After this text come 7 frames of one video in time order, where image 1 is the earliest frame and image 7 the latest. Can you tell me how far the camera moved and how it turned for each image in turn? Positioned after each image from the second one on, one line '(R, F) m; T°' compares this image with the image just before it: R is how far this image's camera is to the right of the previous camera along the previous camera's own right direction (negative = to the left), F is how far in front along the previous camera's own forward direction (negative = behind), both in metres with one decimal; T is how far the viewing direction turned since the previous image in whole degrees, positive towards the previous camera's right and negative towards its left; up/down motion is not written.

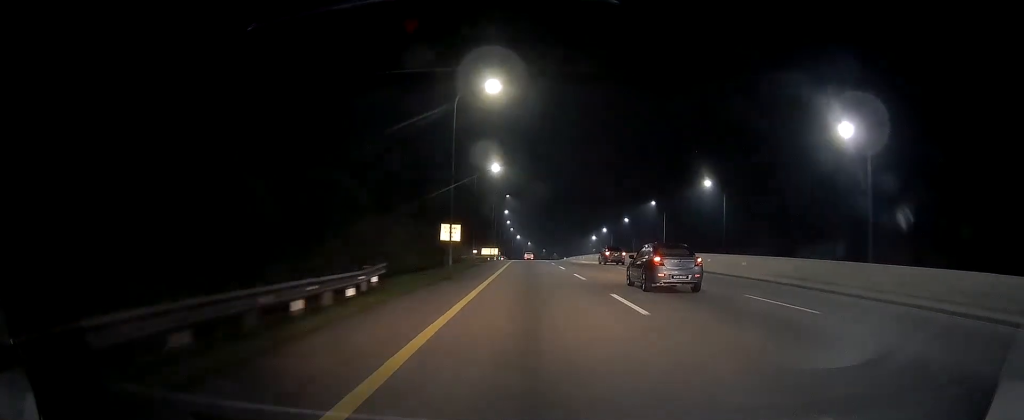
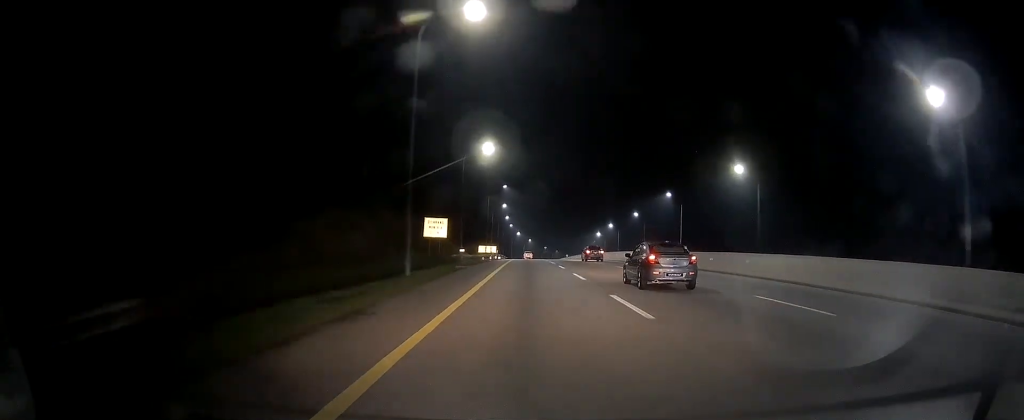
(-0.6, +13.0) m; 0°
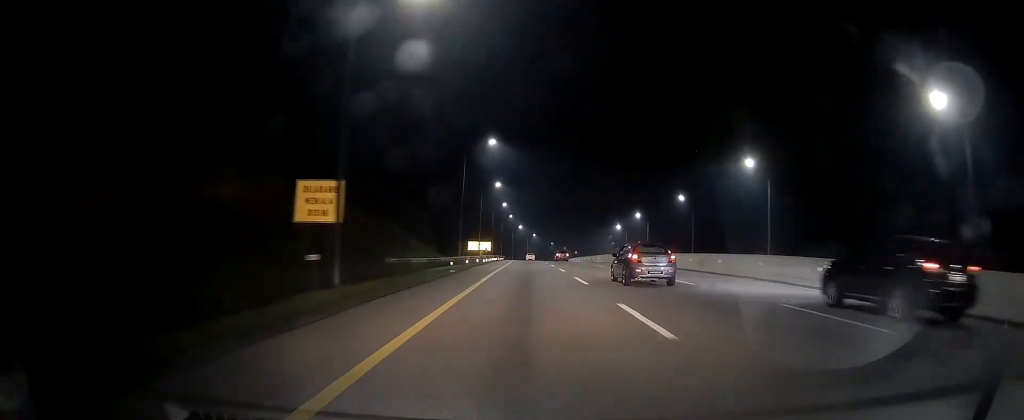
(+1.8, +38.5) m; 0°
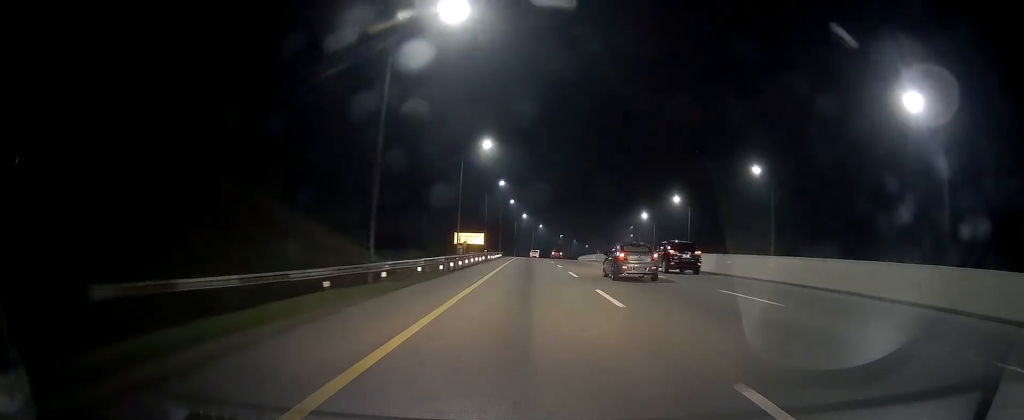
(-0.4, +31.1) m; 0°
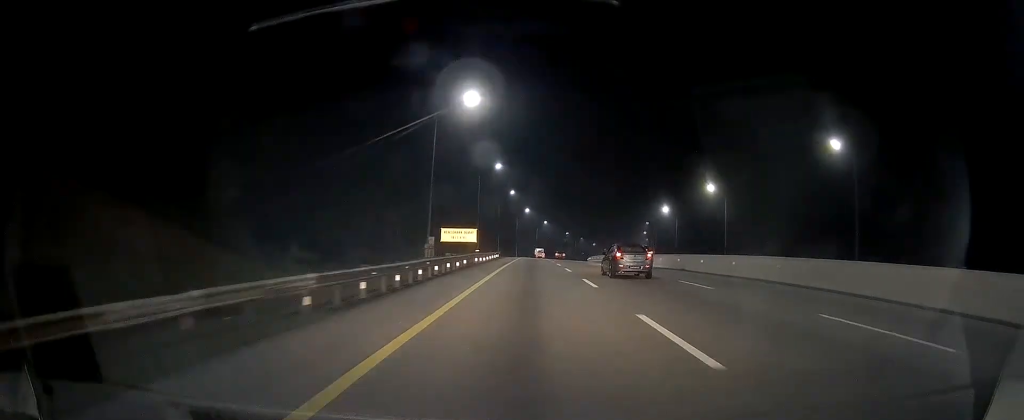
(-0.1, +18.4) m; 0°
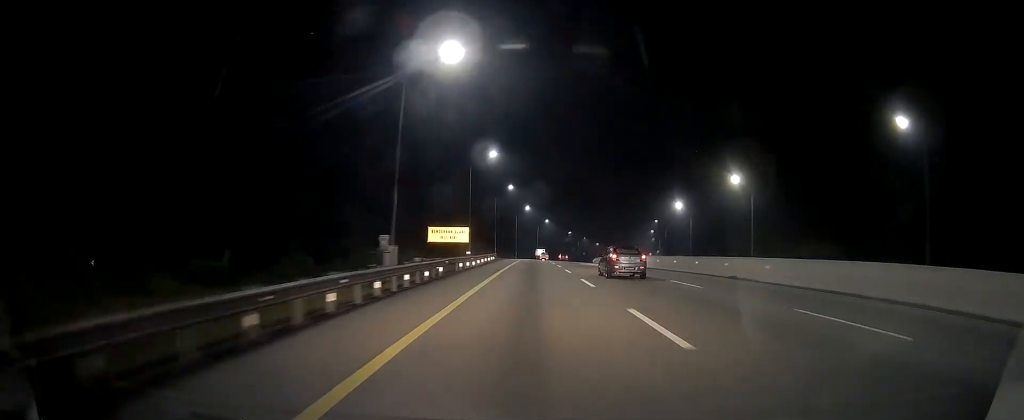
(-0.3, +10.8) m; 0°
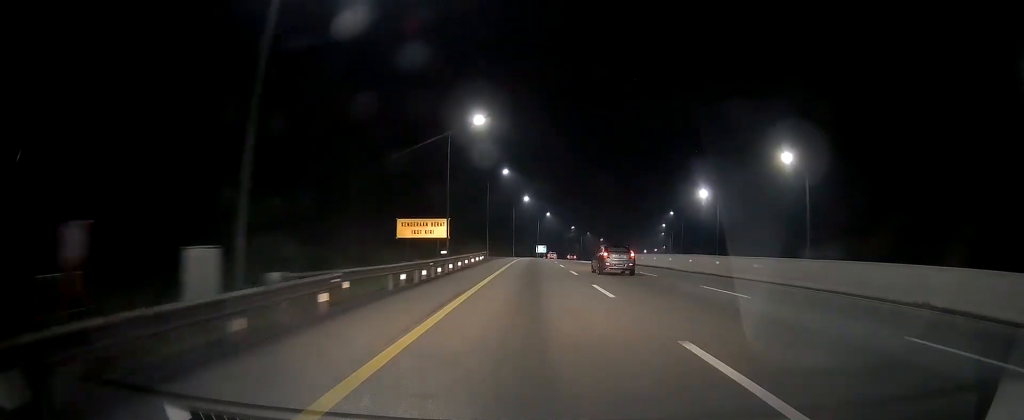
(+0.7, +16.5) m; 0°
